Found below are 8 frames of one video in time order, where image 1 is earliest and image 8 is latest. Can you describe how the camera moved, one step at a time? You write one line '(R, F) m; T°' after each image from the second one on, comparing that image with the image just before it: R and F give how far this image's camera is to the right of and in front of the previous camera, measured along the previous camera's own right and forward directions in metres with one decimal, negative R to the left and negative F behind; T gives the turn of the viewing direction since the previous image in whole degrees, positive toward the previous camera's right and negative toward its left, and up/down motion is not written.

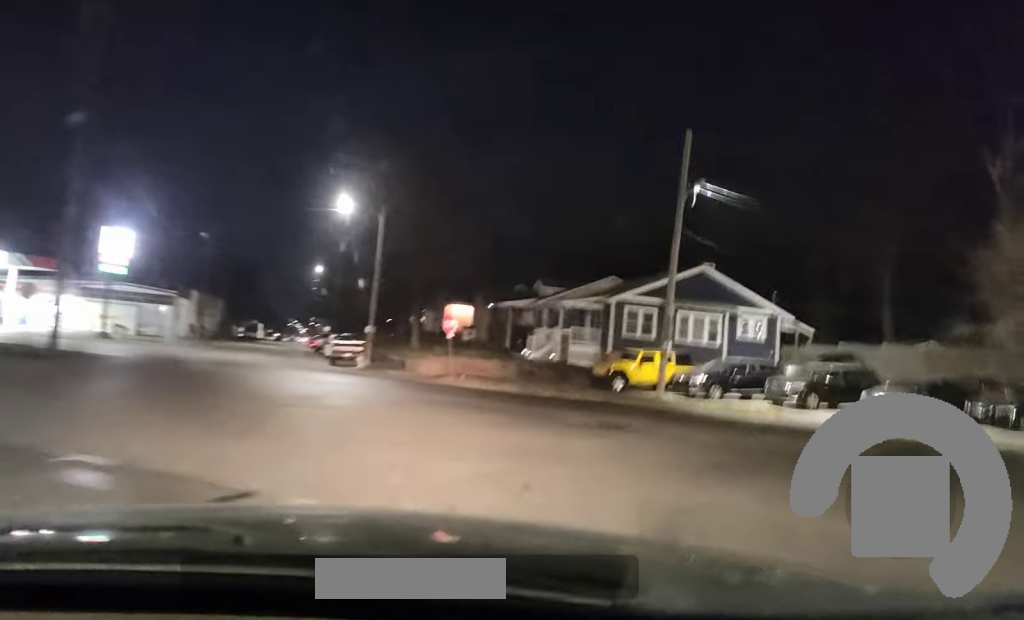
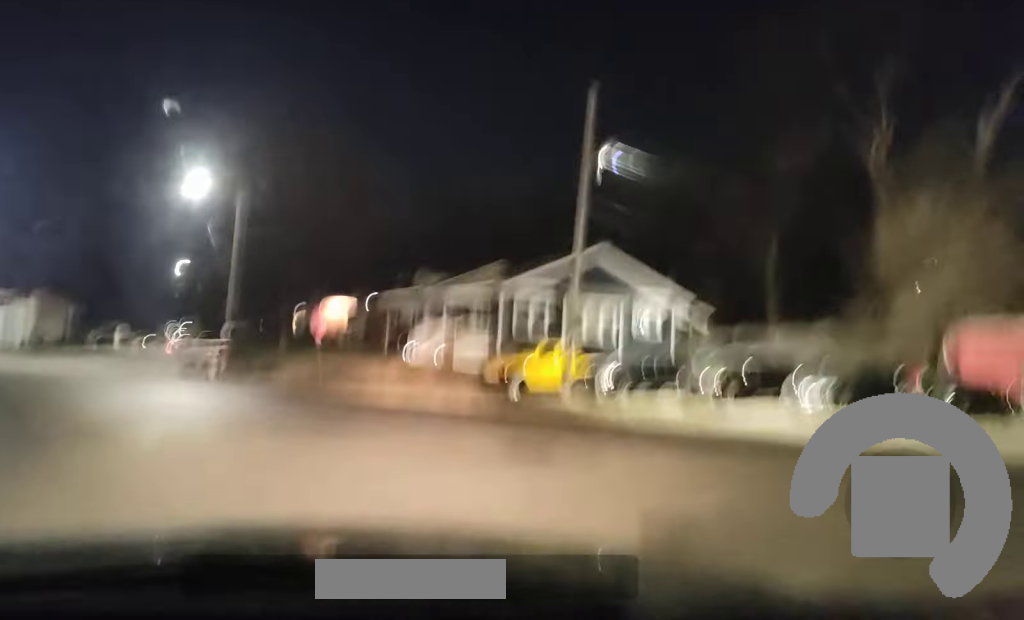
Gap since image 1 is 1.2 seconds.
(+0.4, +6.3) m; +11°
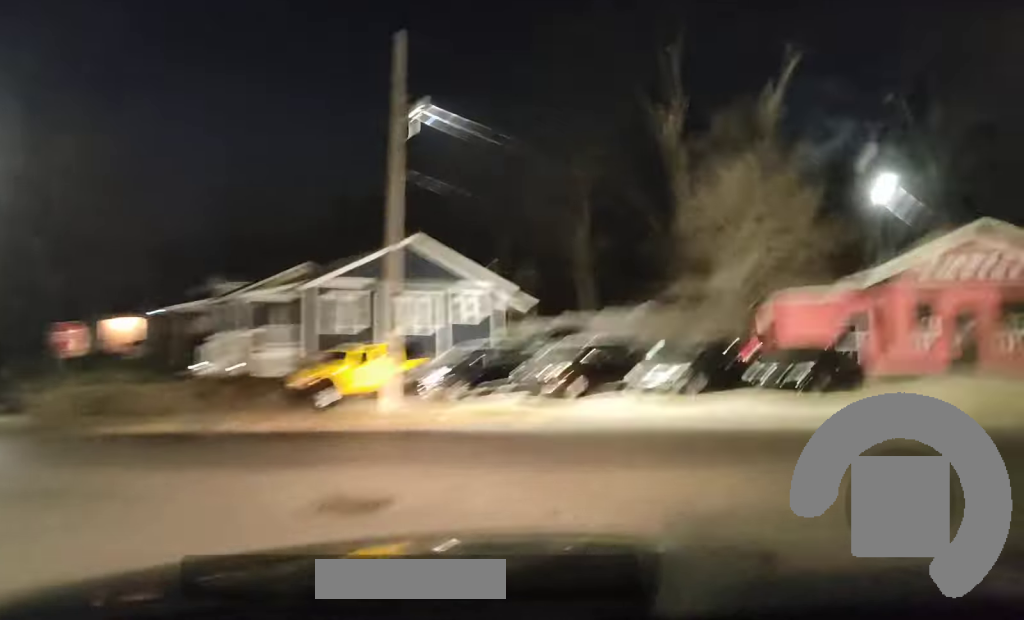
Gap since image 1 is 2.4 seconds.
(+0.9, +6.1) m; +10°
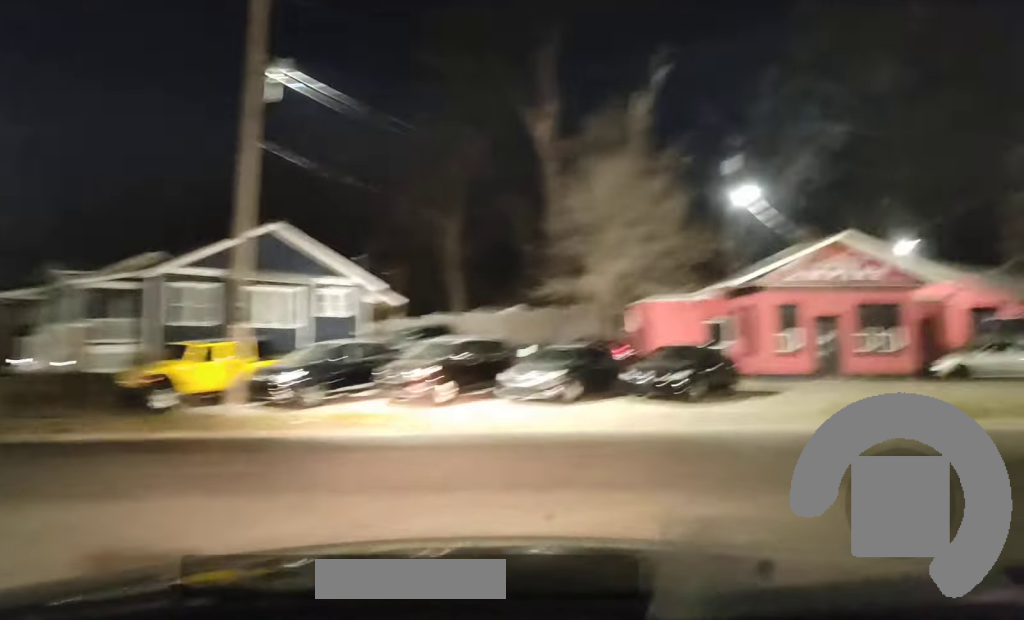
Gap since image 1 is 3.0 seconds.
(-0.1, +2.8) m; +4°
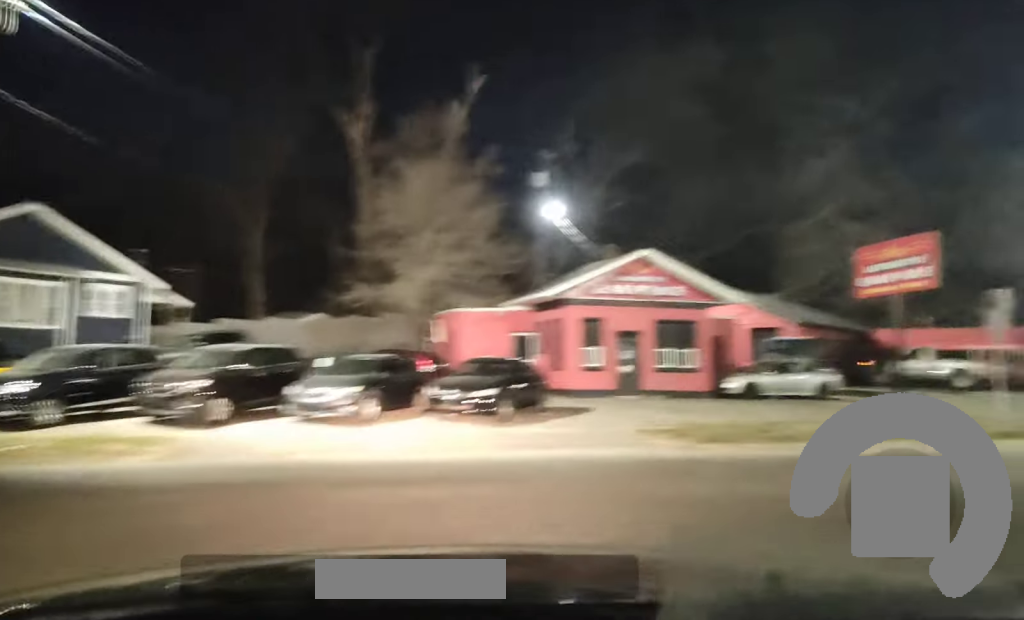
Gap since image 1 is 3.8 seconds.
(+0.2, +3.5) m; +11°
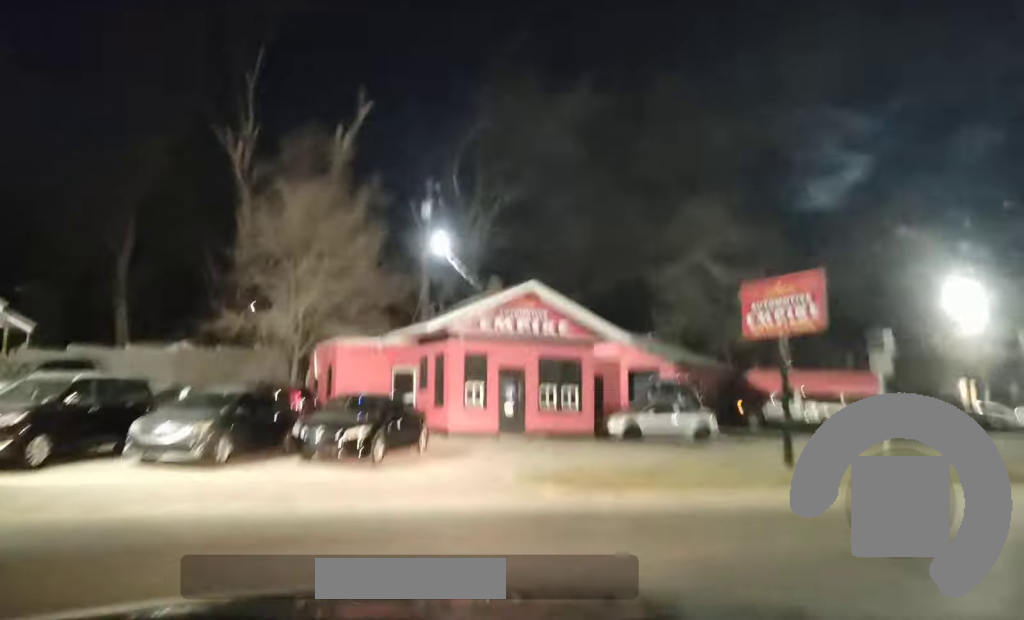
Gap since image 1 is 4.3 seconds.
(0.0, +2.2) m; +9°
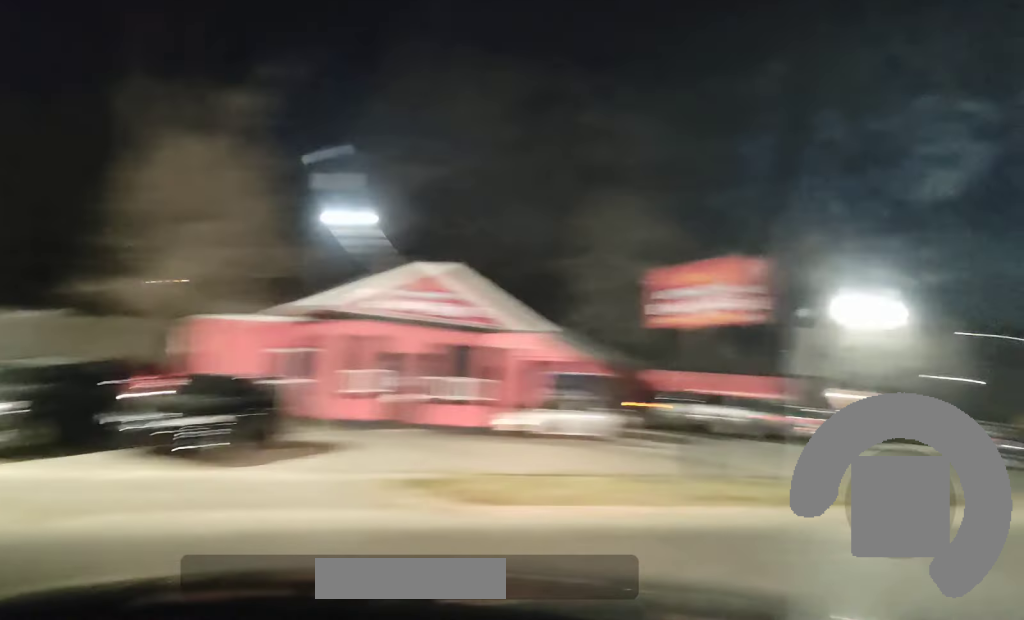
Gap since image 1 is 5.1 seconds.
(+0.6, +3.1) m; +15°
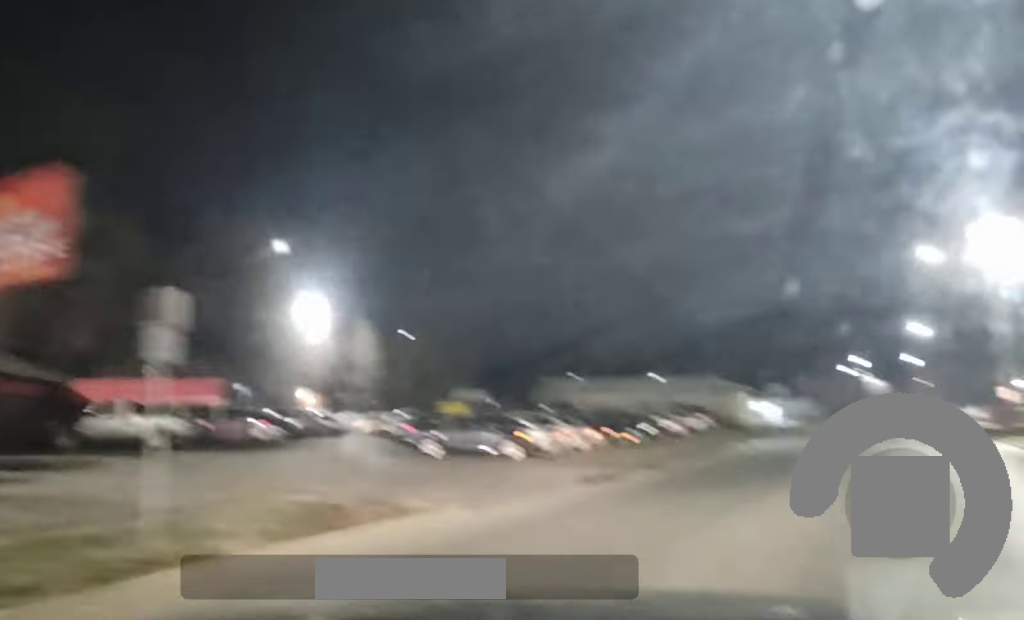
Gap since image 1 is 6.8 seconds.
(+2.4, +6.4) m; +39°
